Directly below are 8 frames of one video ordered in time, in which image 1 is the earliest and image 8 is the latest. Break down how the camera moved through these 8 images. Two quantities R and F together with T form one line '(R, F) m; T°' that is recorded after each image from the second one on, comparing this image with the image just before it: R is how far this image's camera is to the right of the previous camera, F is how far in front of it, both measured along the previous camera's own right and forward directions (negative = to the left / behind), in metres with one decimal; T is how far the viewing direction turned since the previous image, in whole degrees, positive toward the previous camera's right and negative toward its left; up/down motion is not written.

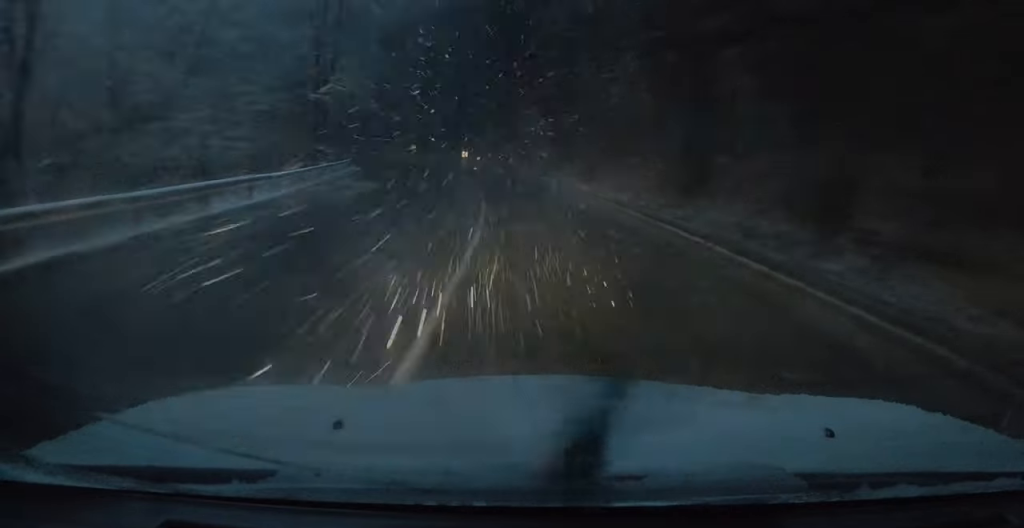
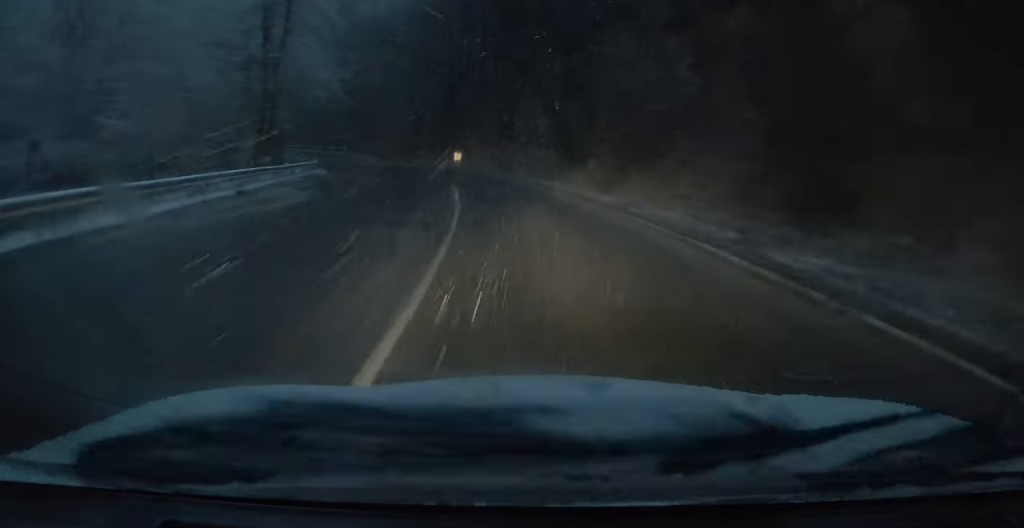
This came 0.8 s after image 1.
(0.0, +9.0) m; -1°
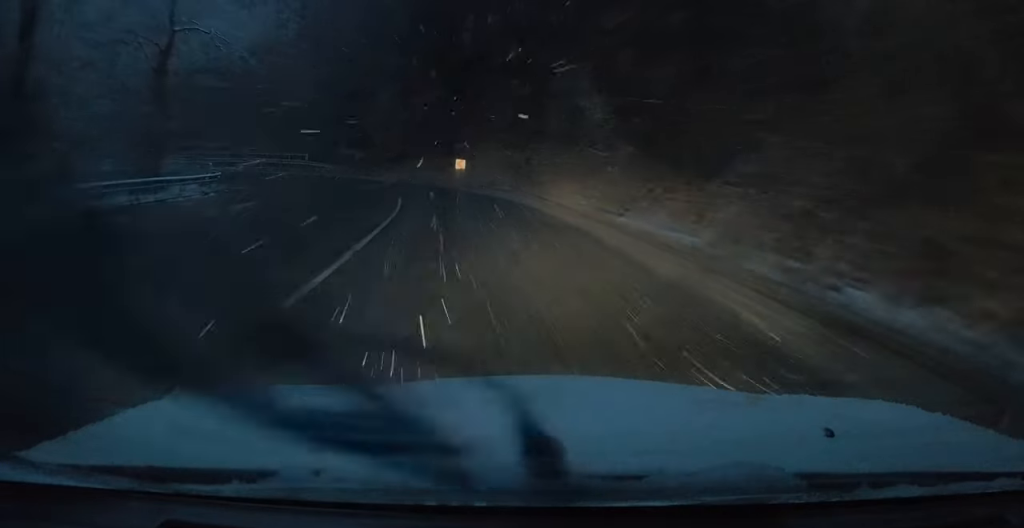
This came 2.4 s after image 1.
(-0.9, +18.7) m; -6°
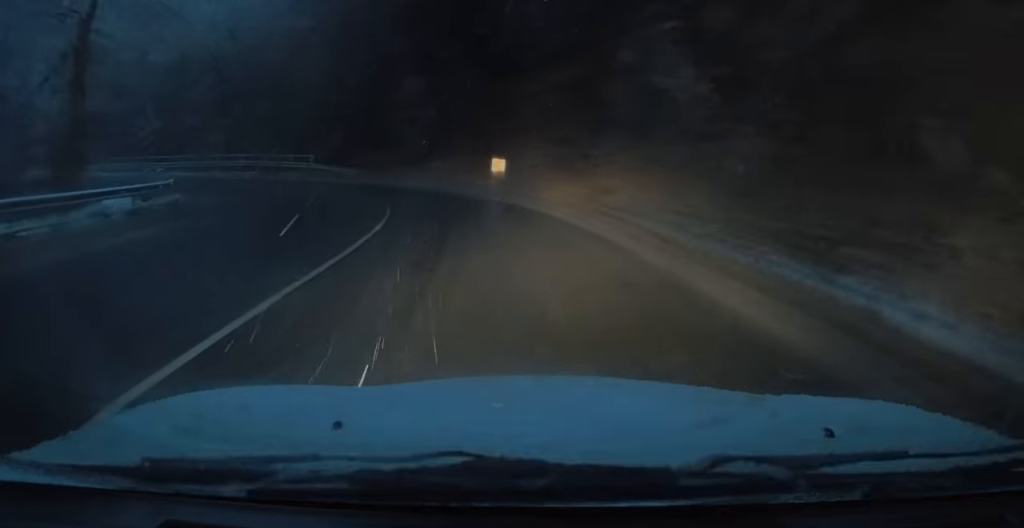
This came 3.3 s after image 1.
(-0.2, +8.8) m; -5°
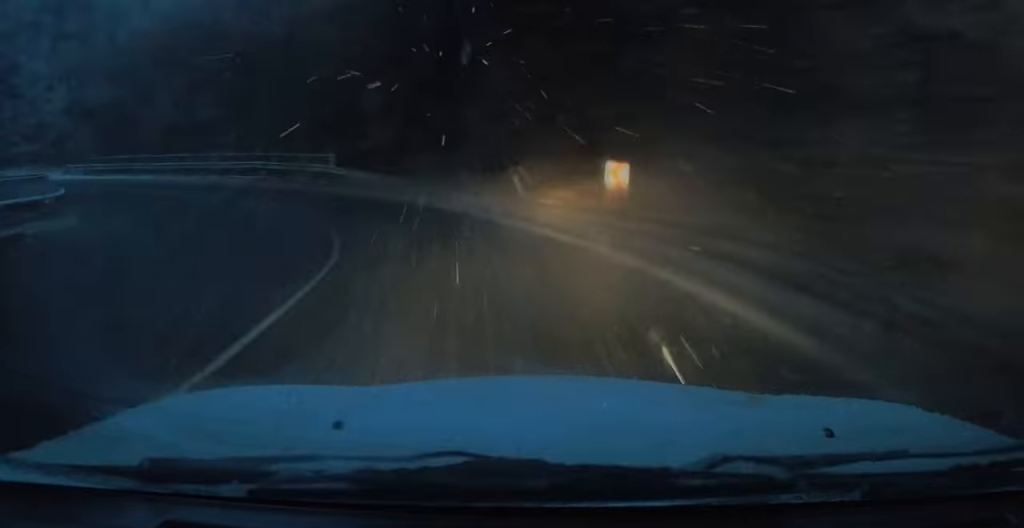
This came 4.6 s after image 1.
(-1.1, +12.9) m; -16°
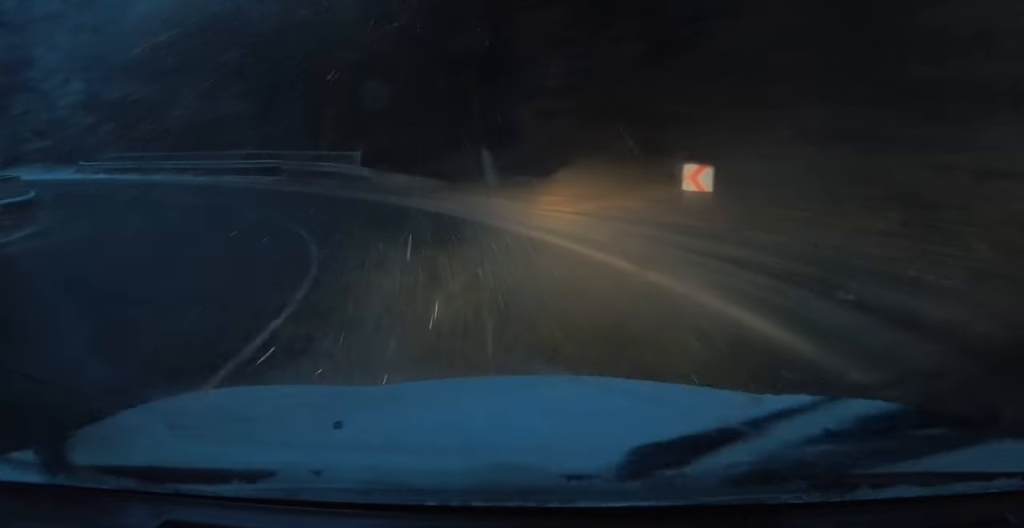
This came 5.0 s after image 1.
(-0.5, +3.6) m; -4°
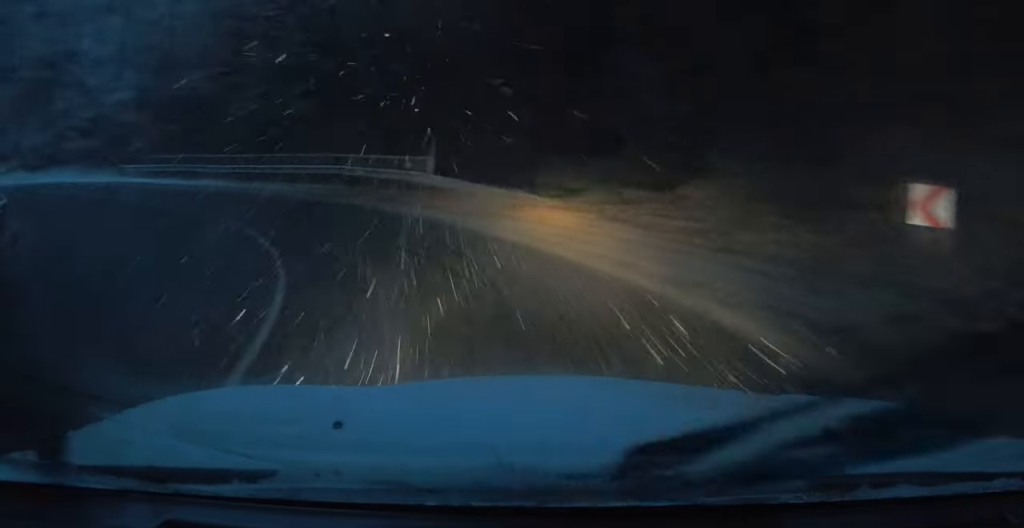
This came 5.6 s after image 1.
(-0.5, +5.7) m; -6°
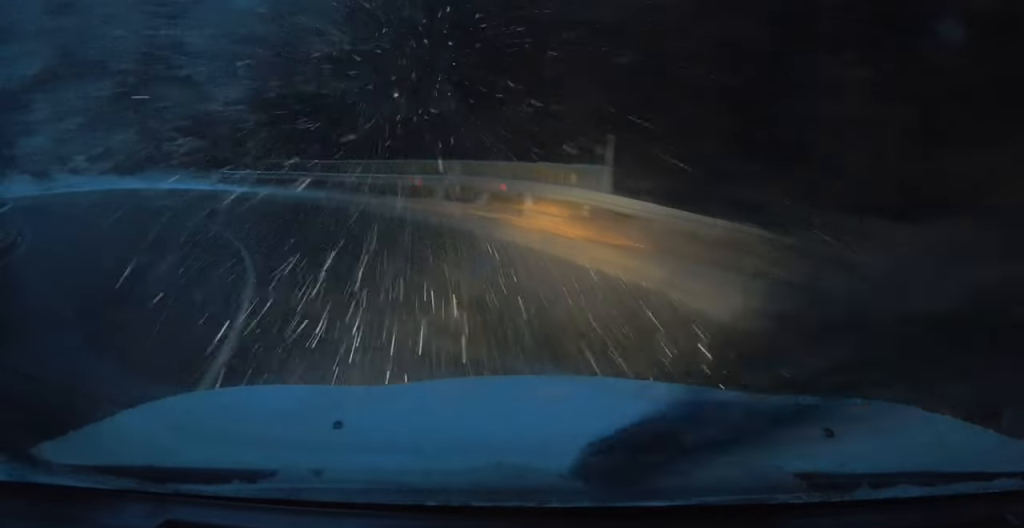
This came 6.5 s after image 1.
(-0.1, +7.2) m; +5°
